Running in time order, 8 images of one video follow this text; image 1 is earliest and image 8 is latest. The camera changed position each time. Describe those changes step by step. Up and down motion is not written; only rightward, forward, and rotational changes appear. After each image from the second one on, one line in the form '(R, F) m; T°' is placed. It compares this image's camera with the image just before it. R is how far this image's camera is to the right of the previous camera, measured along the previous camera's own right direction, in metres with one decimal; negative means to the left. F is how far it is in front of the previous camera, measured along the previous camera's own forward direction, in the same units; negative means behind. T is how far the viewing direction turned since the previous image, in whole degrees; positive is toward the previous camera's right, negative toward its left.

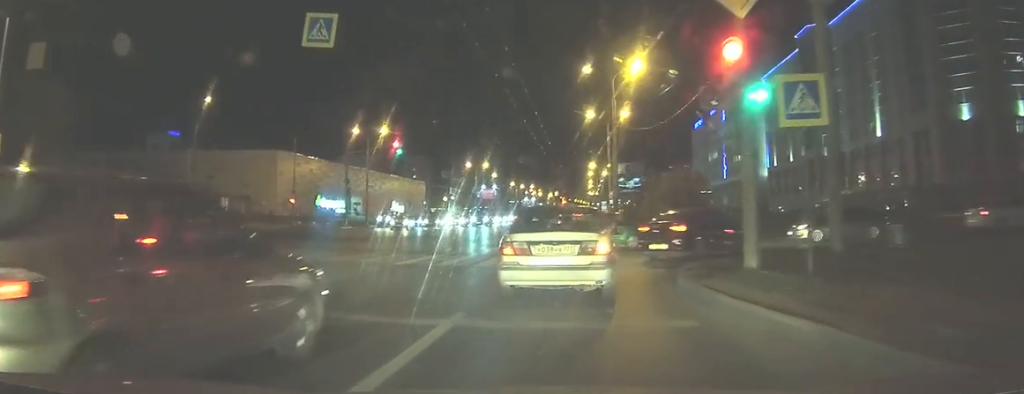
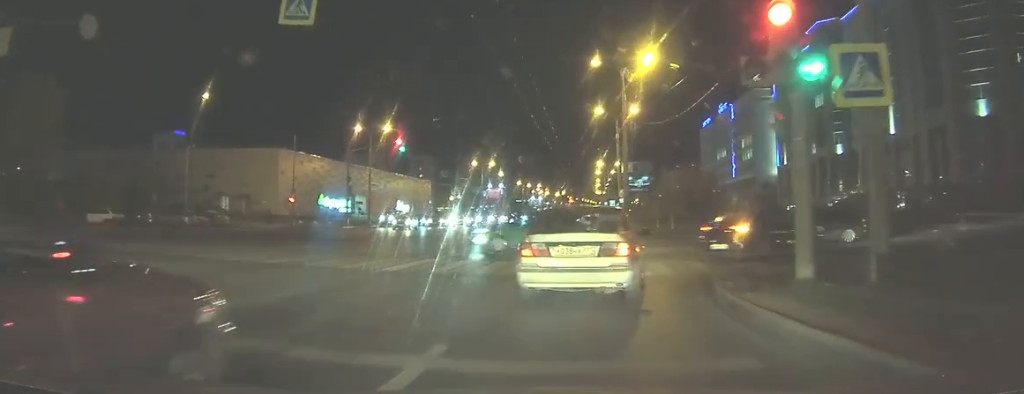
(0.0, +2.0) m; 0°
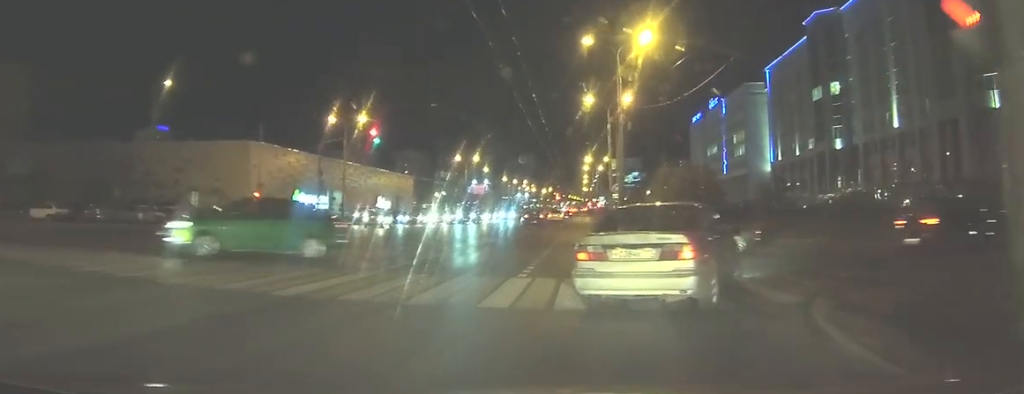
(0.0, +4.6) m; +1°
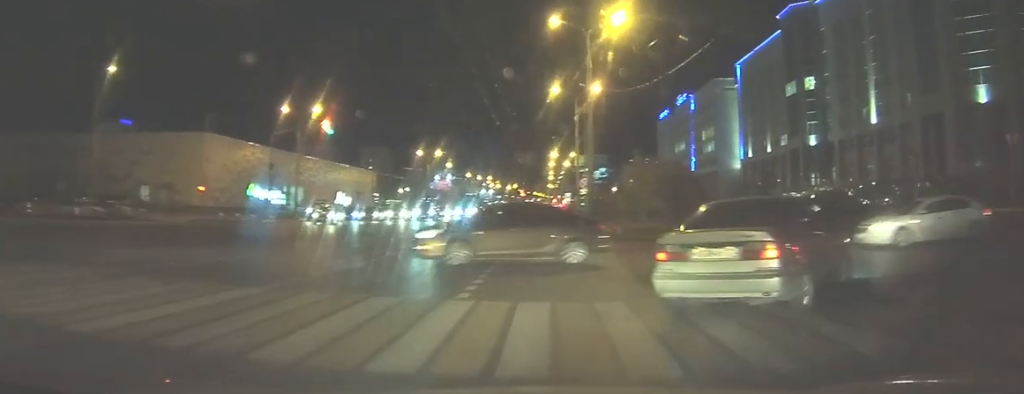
(-0.1, +3.1) m; +3°
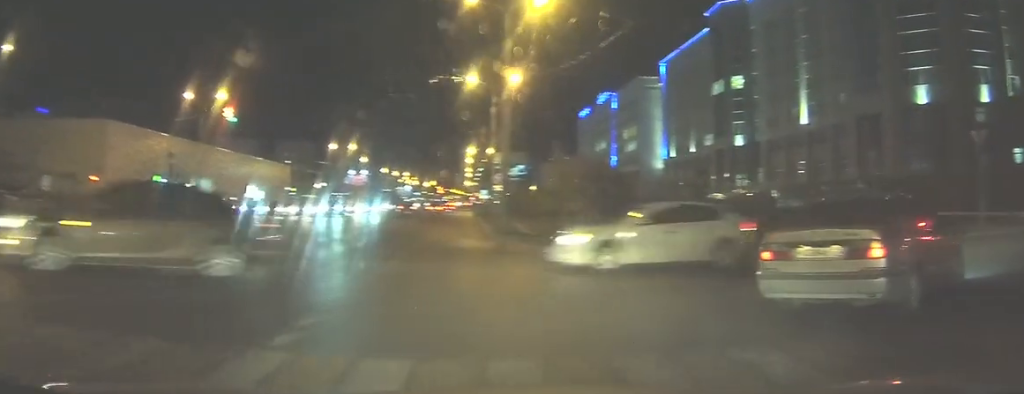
(+0.2, +3.0) m; +8°
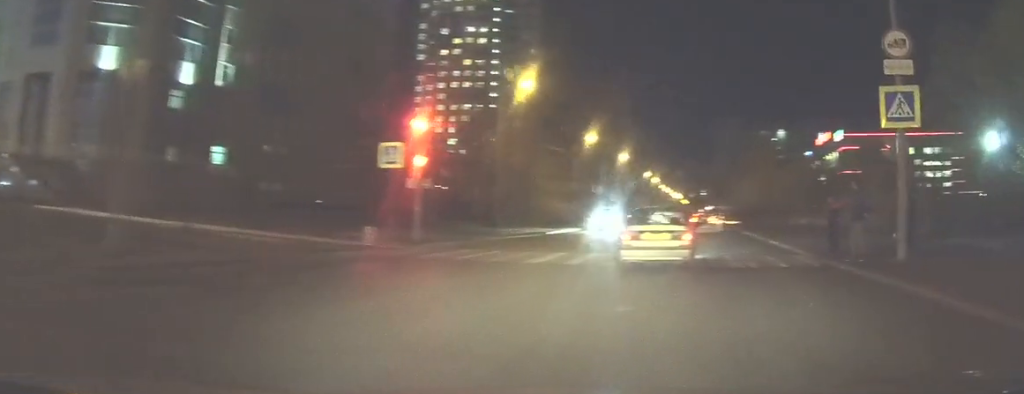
(+7.8, +11.3) m; +65°
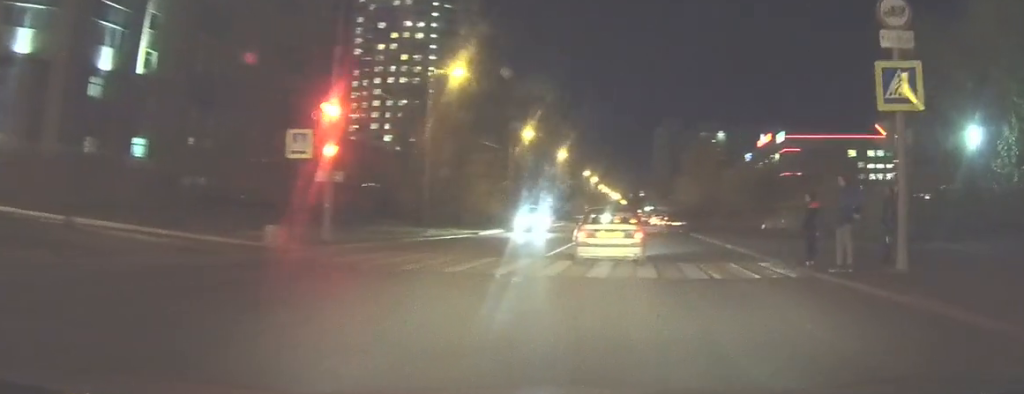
(+0.1, +2.7) m; +6°
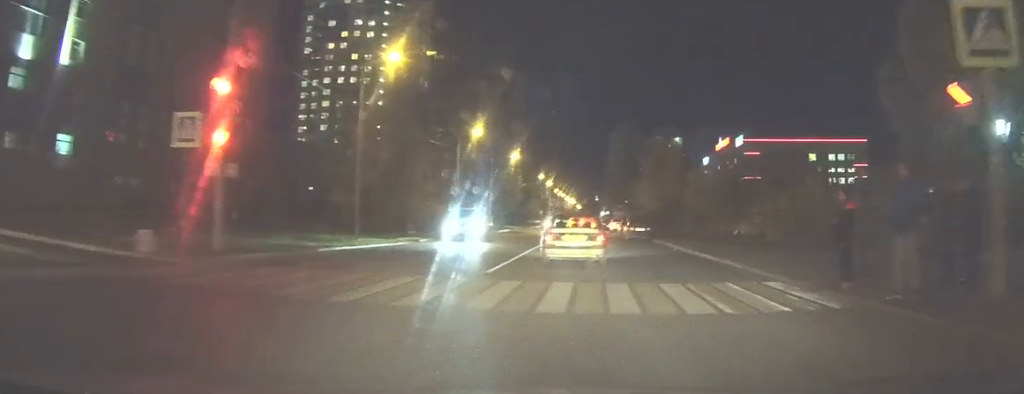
(+0.2, +4.0) m; +4°
